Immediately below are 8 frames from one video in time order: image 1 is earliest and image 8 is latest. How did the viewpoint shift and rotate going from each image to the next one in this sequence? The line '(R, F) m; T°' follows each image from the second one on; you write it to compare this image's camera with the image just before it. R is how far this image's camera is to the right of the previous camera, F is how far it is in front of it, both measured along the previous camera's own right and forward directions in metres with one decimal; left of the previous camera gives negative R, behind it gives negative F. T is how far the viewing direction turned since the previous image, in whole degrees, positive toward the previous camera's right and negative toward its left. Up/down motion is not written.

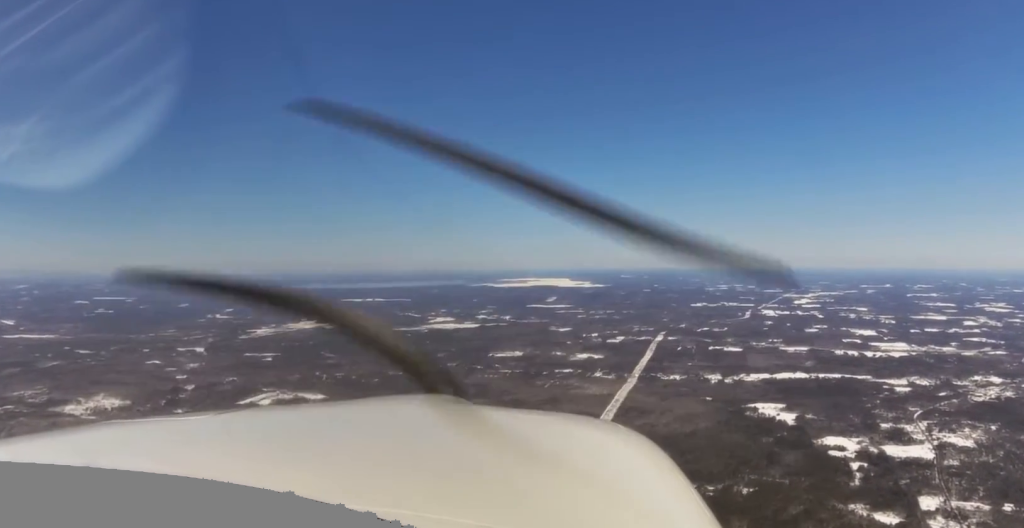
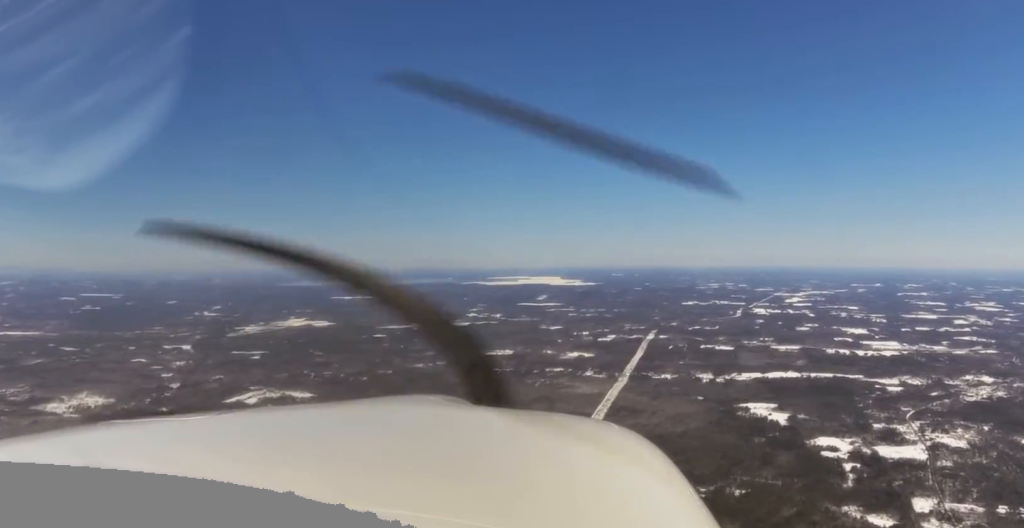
(+0.7, +42.7) m; +1°
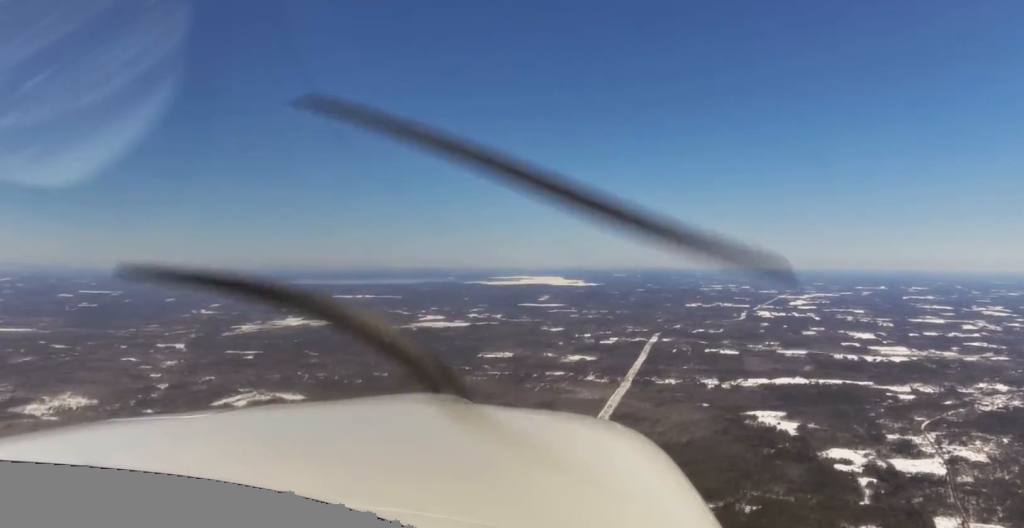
(-1.4, +173.5) m; -1°
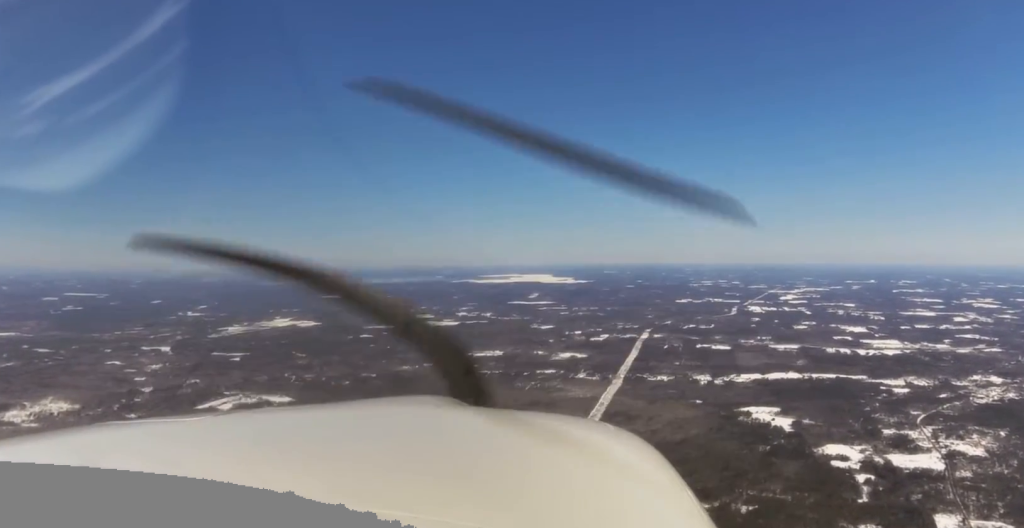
(-0.8, +69.8) m; 0°
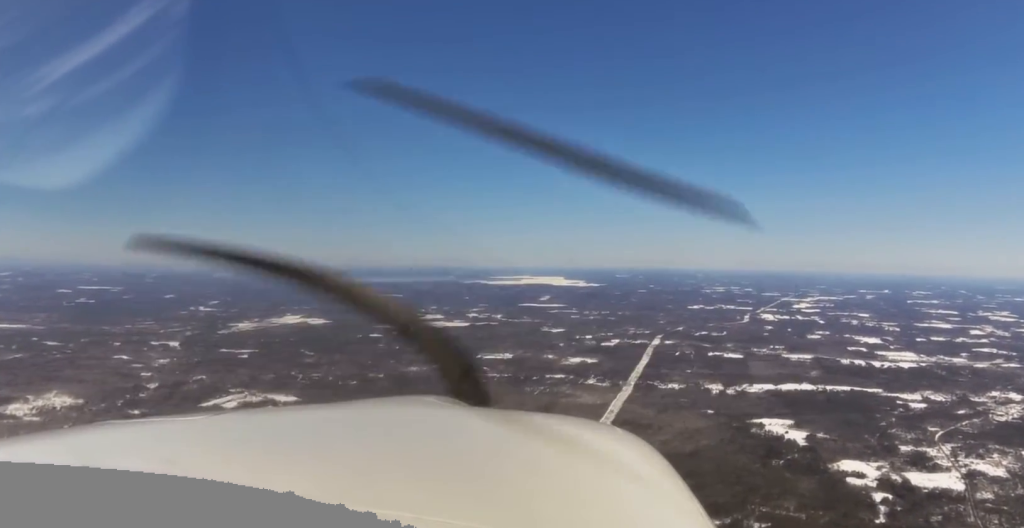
(+0.8, +83.2) m; +1°
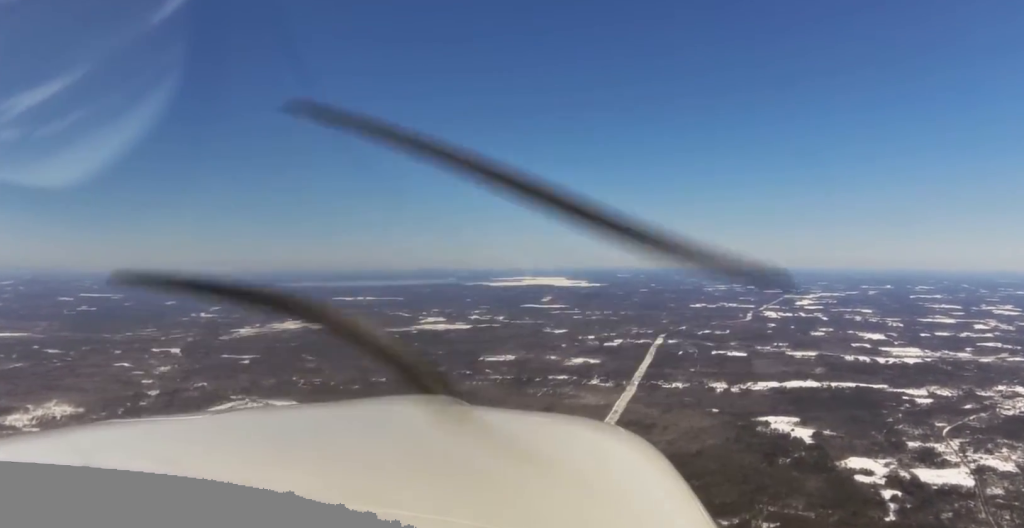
(+0.1, +33.7) m; 0°
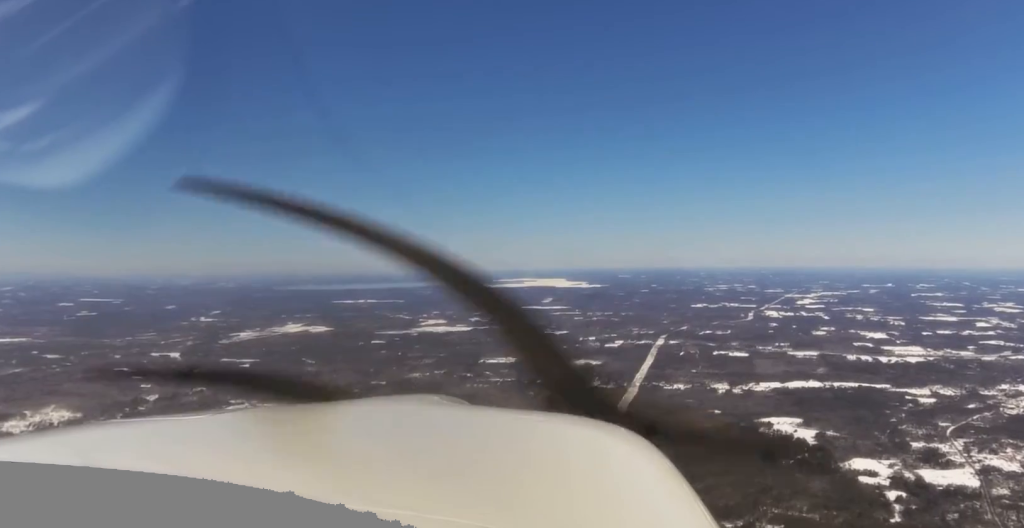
(+0.1, +27.0) m; 0°
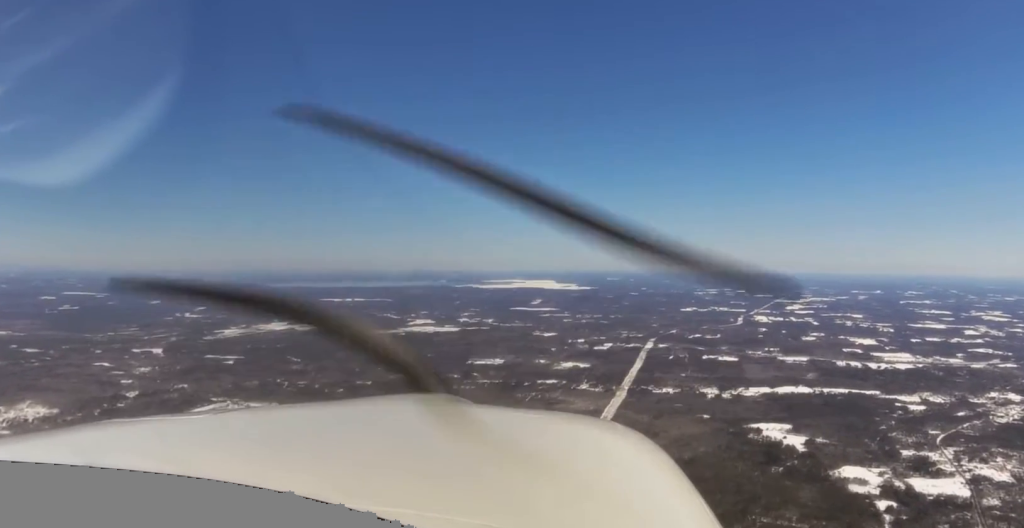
(-0.3, +51.8) m; 0°
